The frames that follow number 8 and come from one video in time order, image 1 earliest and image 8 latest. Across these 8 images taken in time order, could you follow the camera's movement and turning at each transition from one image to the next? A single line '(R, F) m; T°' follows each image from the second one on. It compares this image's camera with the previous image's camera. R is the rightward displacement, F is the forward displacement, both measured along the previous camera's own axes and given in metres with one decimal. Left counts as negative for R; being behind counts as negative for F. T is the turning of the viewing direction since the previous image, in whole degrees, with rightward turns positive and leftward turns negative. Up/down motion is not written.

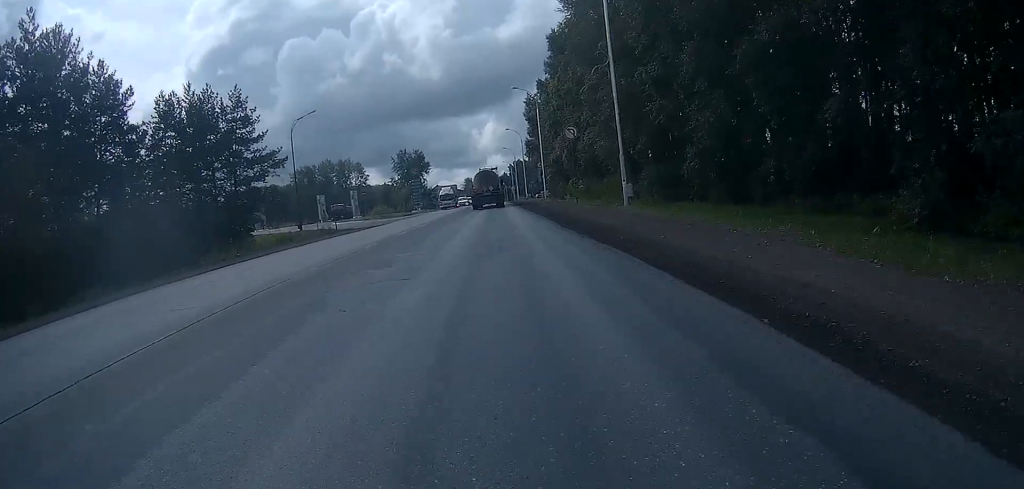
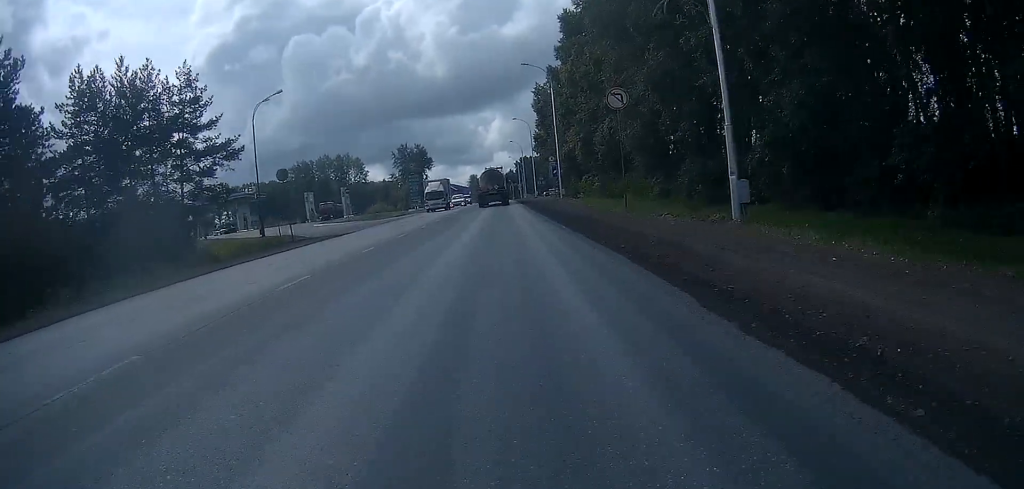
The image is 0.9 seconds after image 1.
(0.0, +10.5) m; 0°
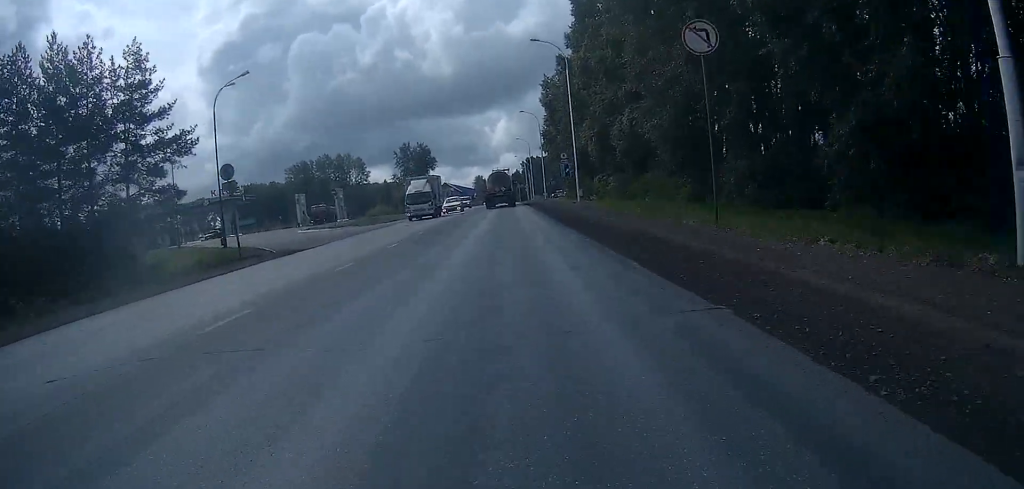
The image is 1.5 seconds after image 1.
(0.0, +7.8) m; 0°
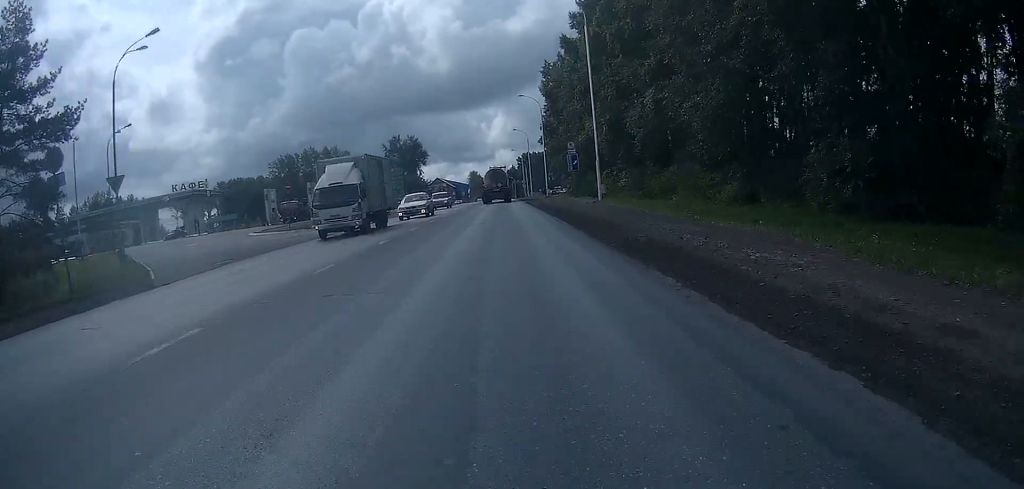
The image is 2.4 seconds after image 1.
(-0.1, +11.2) m; 0°
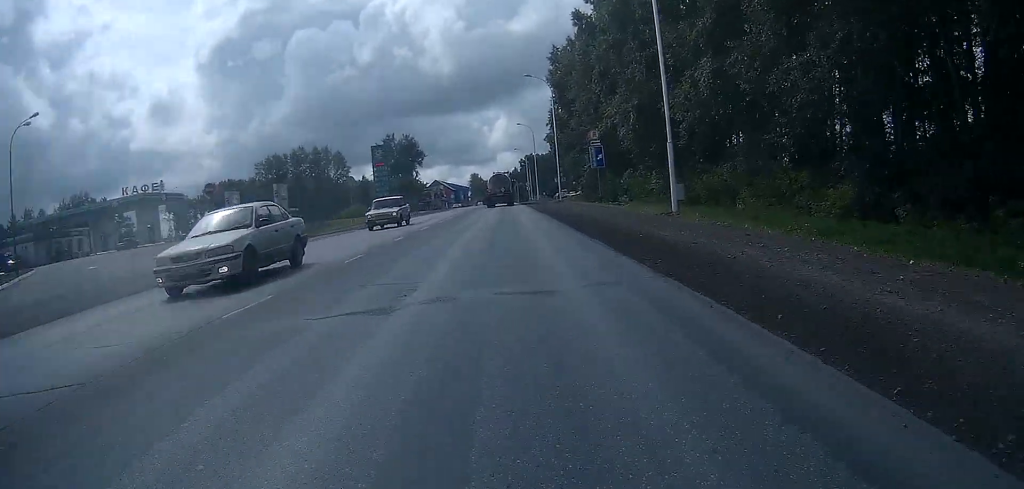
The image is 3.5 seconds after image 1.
(0.0, +13.3) m; 0°
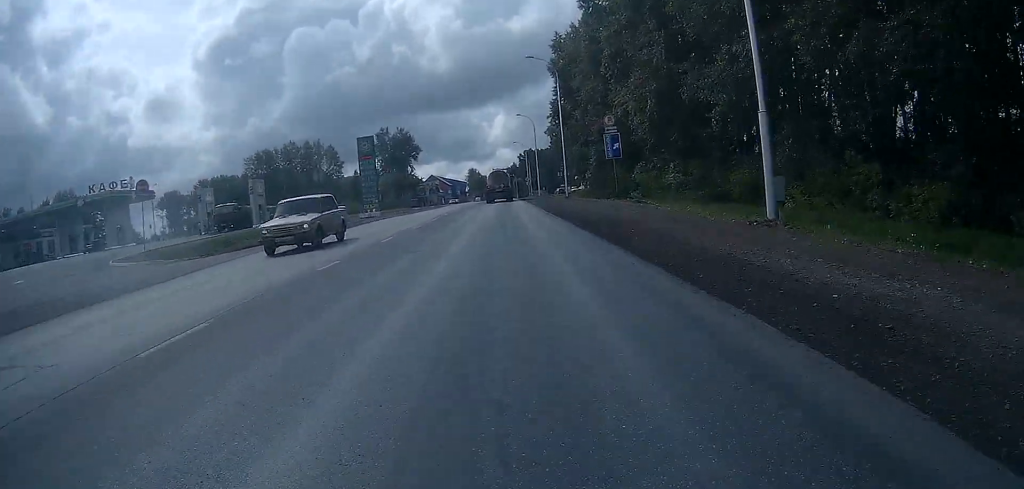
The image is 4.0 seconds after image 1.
(0.0, +6.6) m; 0°
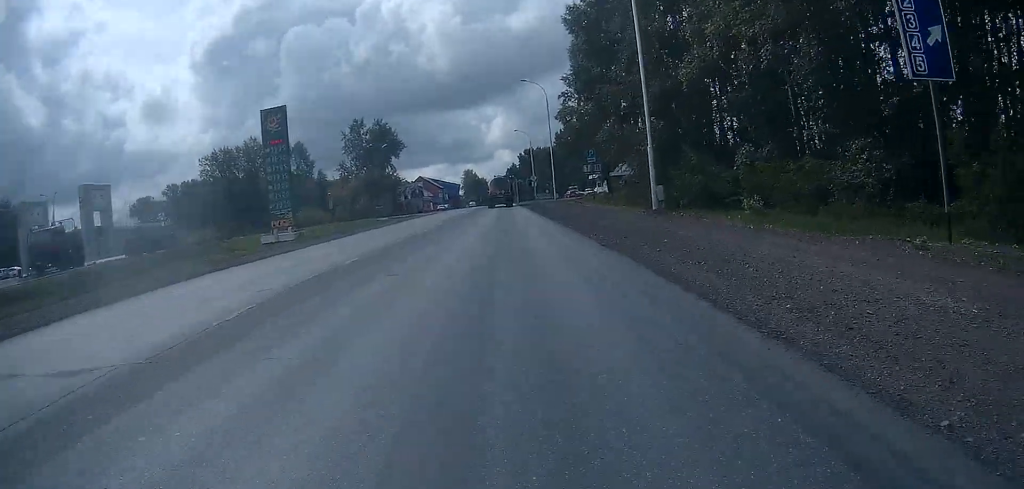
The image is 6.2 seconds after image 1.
(0.0, +27.9) m; -1°
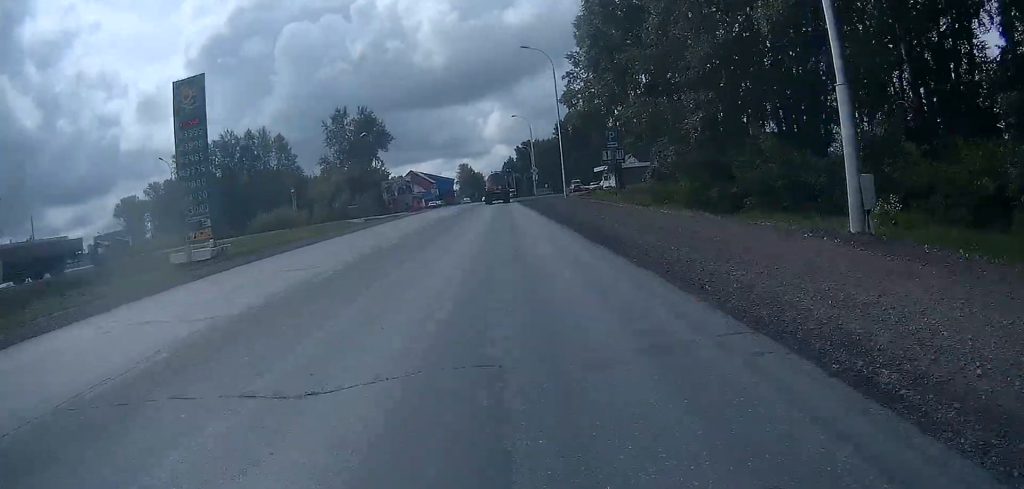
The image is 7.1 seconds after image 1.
(-0.1, +11.8) m; 0°
